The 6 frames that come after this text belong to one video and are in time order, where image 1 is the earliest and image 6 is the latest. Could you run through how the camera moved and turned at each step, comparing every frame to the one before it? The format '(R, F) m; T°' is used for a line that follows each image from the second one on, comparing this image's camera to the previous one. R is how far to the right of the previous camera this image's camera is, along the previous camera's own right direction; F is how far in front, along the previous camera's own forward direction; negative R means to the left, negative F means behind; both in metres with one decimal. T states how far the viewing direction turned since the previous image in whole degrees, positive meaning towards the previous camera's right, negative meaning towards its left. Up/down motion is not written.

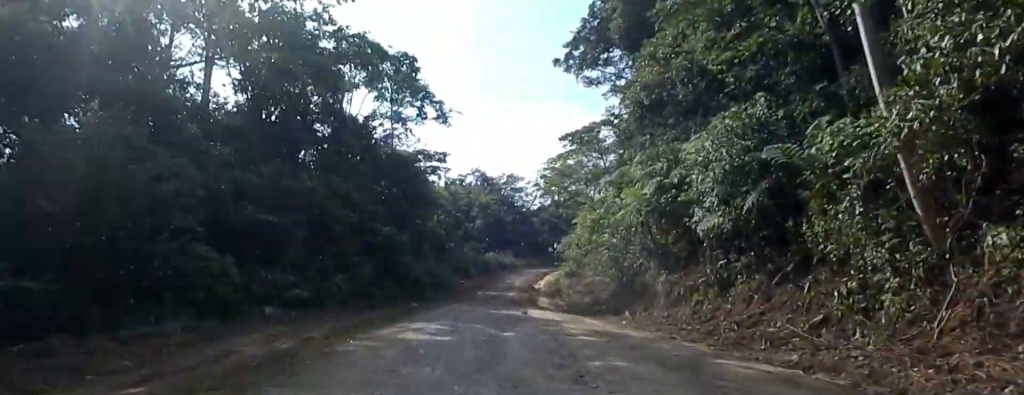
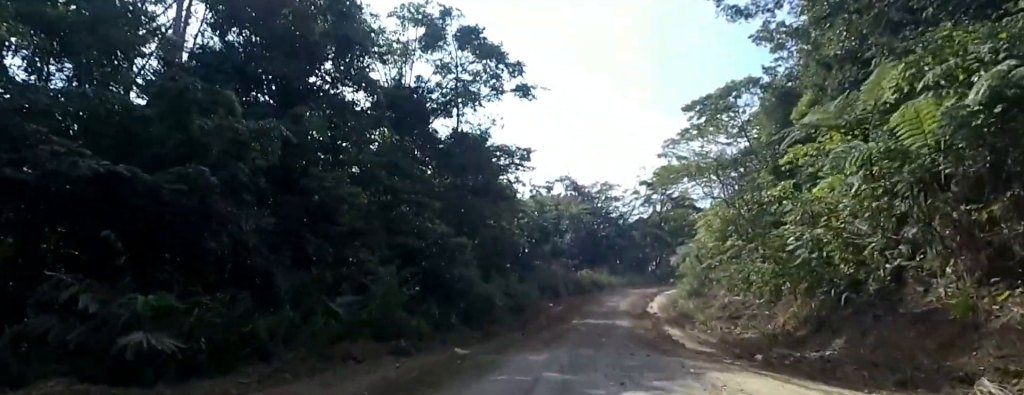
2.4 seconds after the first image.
(-0.4, +17.2) m; -7°
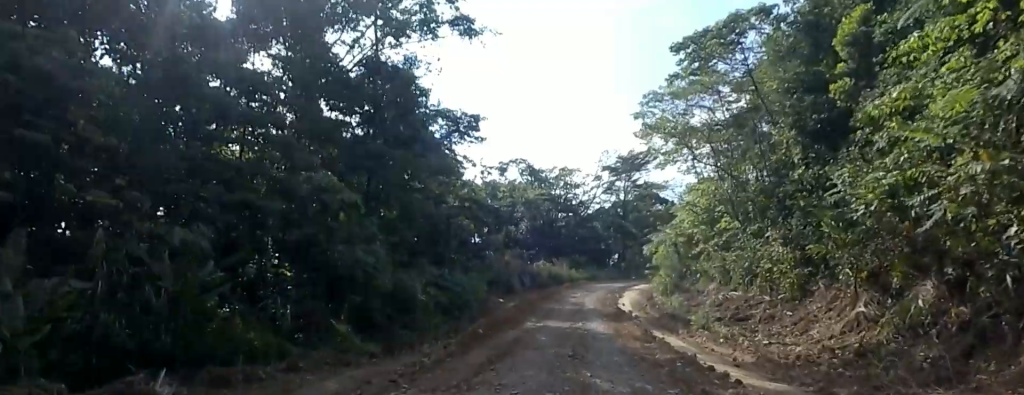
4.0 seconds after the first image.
(+0.7, +10.8) m; +10°
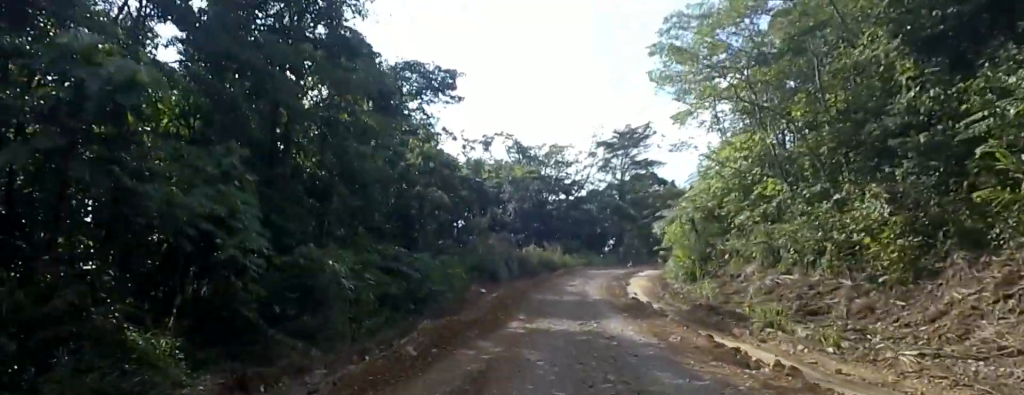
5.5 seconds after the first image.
(-0.7, +9.1) m; -11°
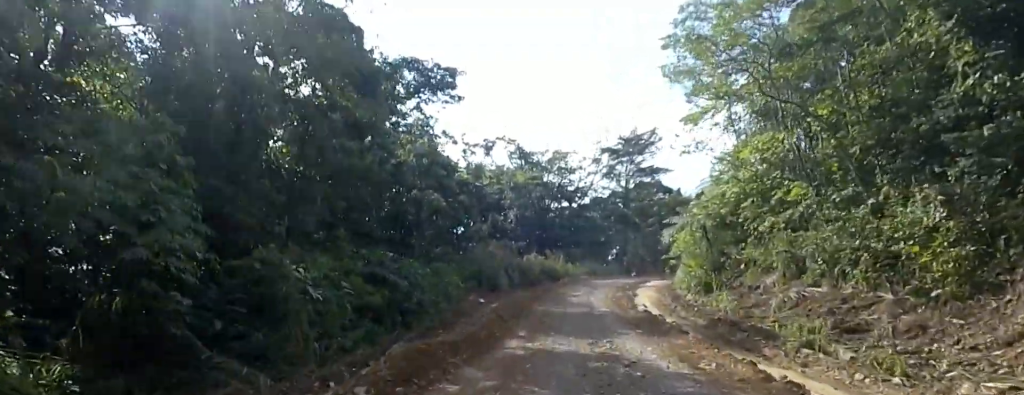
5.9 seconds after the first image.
(-0.1, +2.5) m; -3°
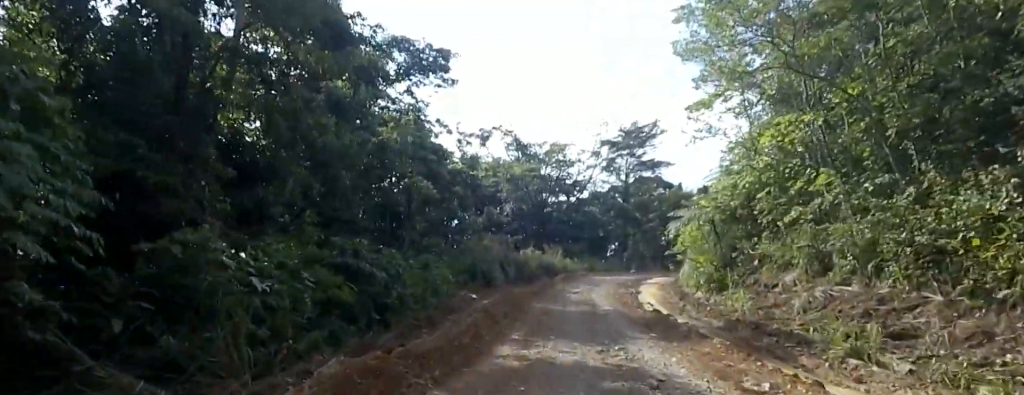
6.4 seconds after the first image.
(-0.1, +2.8) m; -2°
